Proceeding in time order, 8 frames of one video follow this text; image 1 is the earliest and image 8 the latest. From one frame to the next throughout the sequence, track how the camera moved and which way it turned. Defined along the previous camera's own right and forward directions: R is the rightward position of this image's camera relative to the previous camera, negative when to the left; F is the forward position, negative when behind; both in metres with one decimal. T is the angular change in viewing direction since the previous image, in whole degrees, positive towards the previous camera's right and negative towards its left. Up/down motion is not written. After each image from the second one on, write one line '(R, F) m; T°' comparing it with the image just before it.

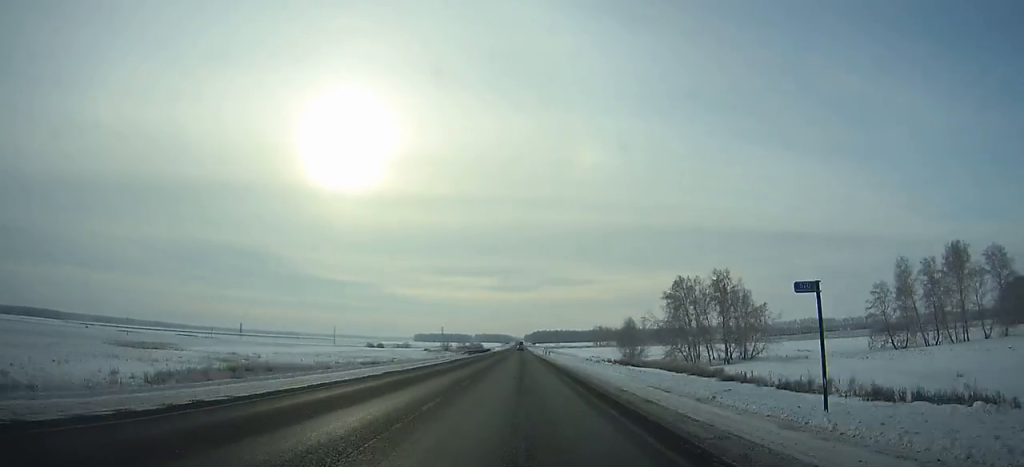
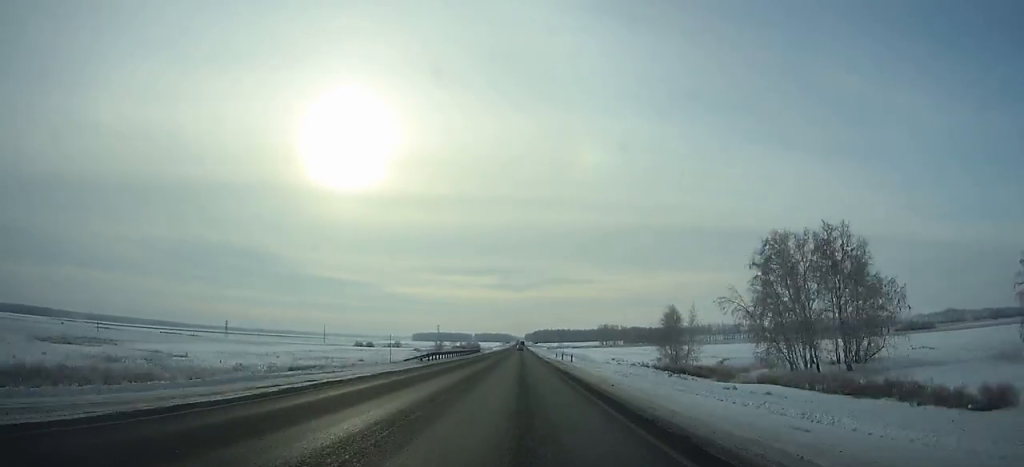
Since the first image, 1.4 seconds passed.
(0.0, +36.9) m; 0°
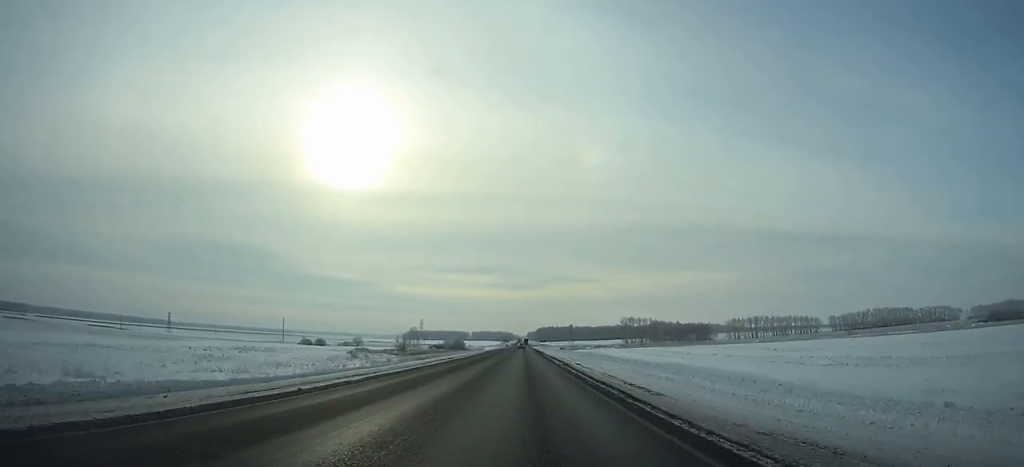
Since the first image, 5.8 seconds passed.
(-0.1, +115.7) m; 0°
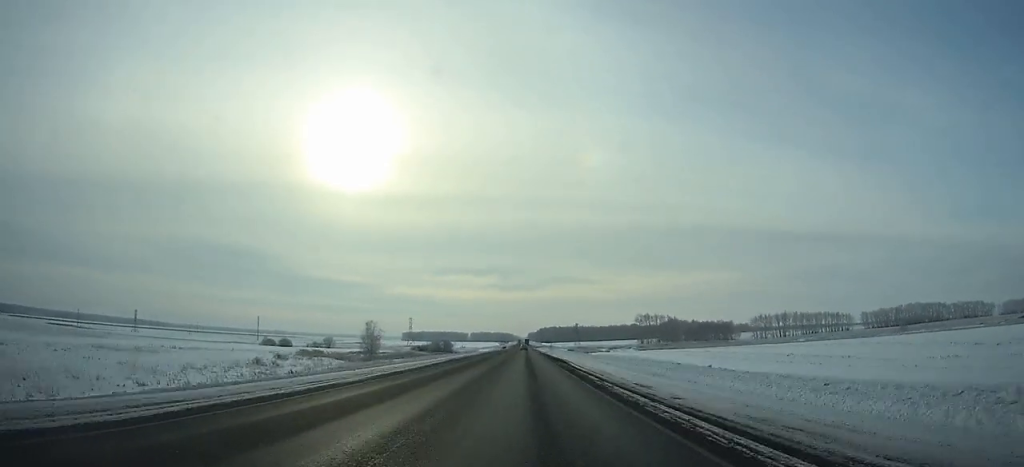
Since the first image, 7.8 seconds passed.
(+0.1, +52.5) m; 0°
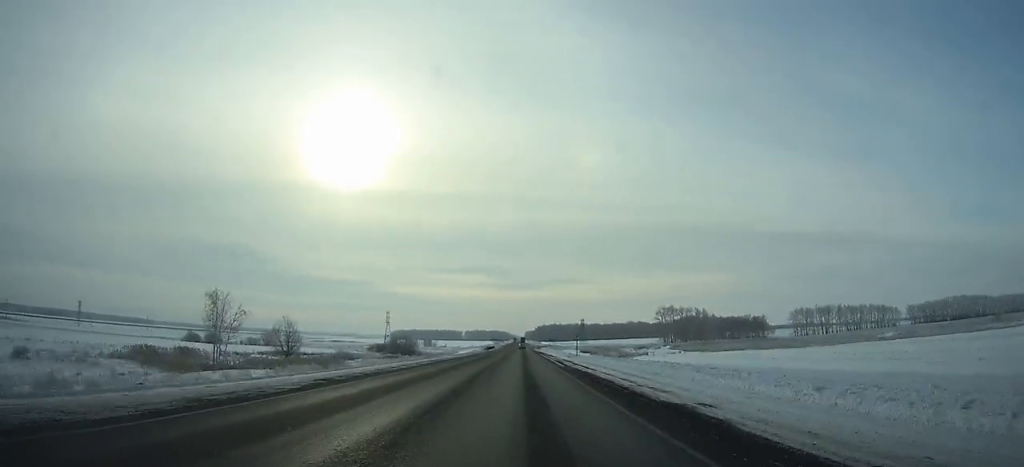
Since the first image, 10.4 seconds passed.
(+0.1, +68.0) m; 0°
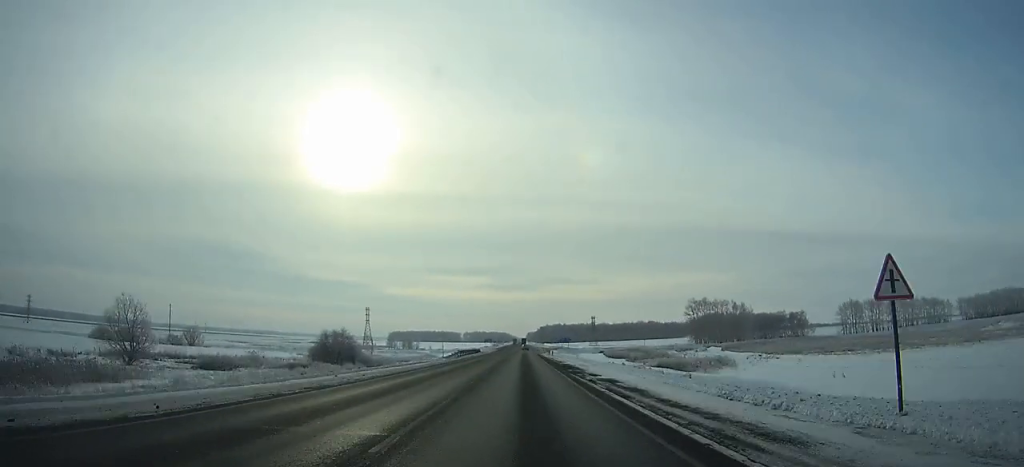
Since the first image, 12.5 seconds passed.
(+0.1, +55.1) m; 0°
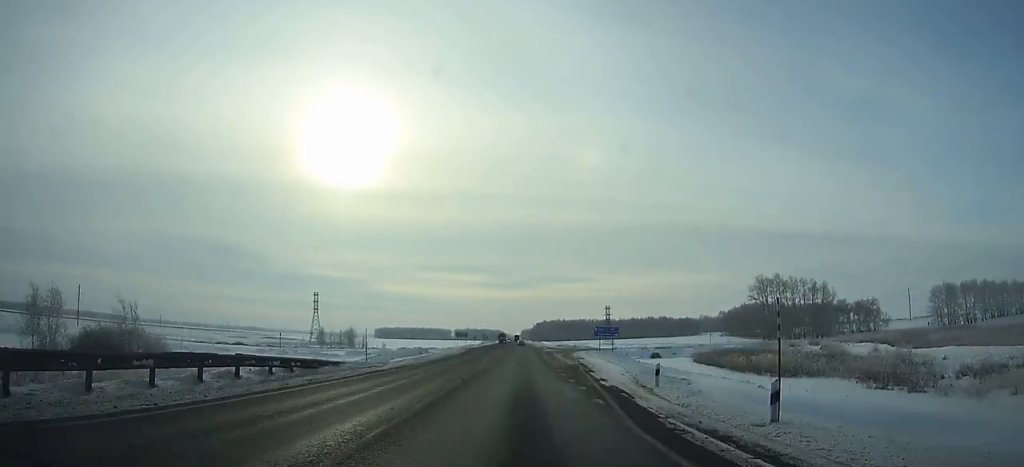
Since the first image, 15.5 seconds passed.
(+0.1, +78.8) m; 0°
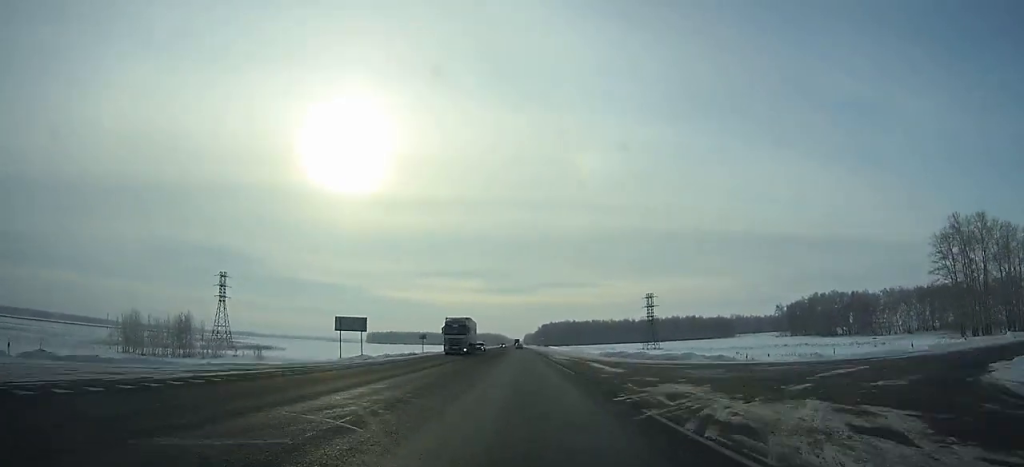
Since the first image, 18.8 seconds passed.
(-0.1, +86.9) m; 0°
